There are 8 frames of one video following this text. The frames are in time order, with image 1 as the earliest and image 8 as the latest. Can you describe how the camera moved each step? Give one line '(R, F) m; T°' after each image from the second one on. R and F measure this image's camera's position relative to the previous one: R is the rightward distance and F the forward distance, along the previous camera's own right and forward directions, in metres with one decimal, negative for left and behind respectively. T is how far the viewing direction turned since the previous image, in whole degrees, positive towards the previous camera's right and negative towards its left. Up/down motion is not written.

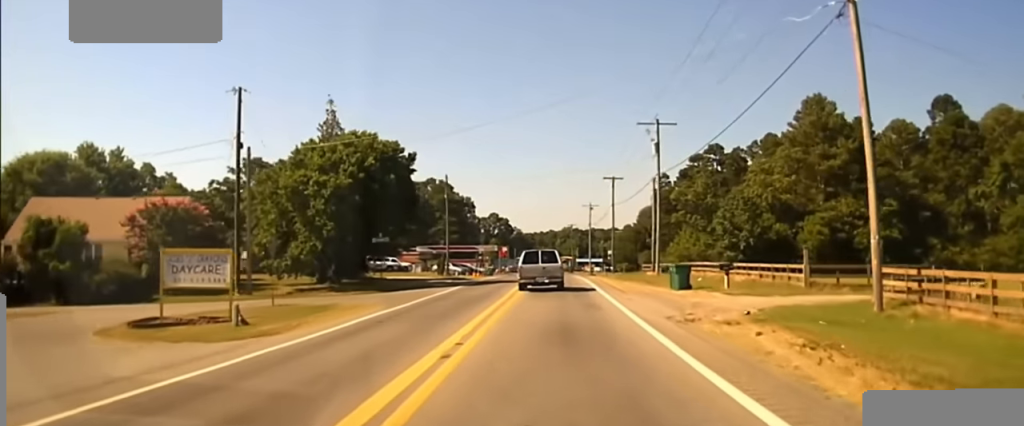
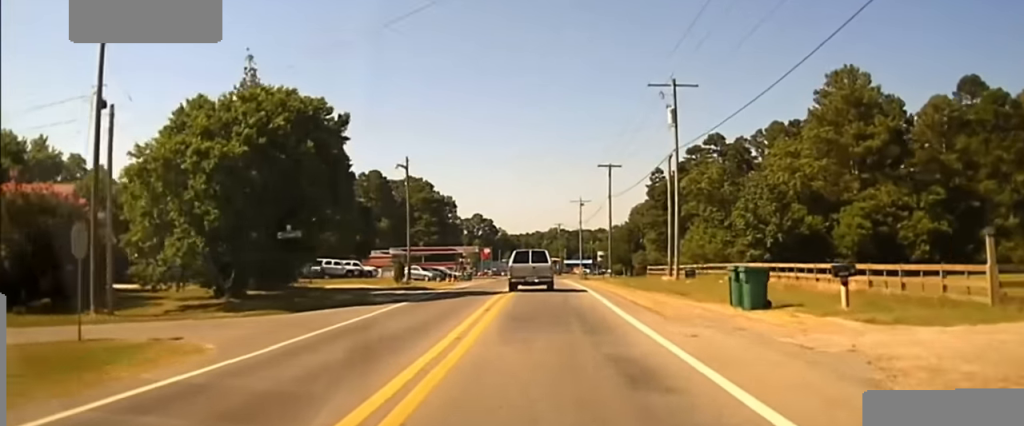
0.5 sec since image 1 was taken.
(-0.2, +15.1) m; 0°
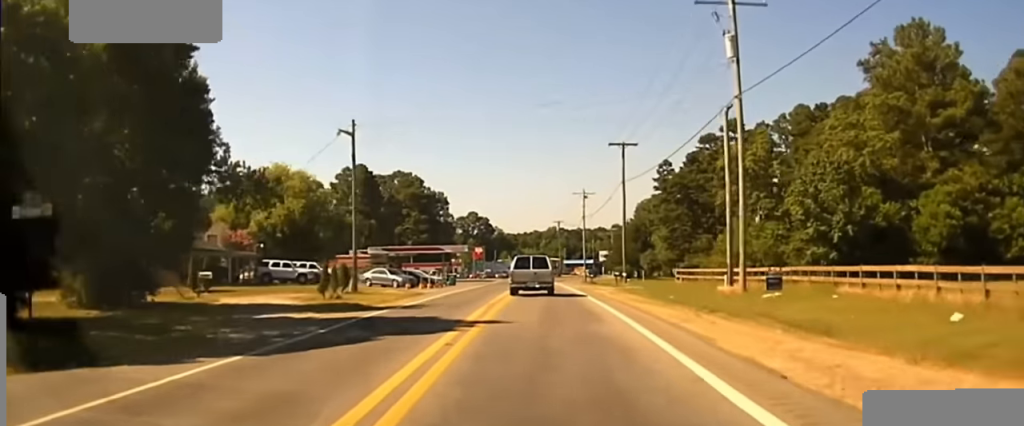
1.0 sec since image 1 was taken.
(+0.2, +16.3) m; +1°
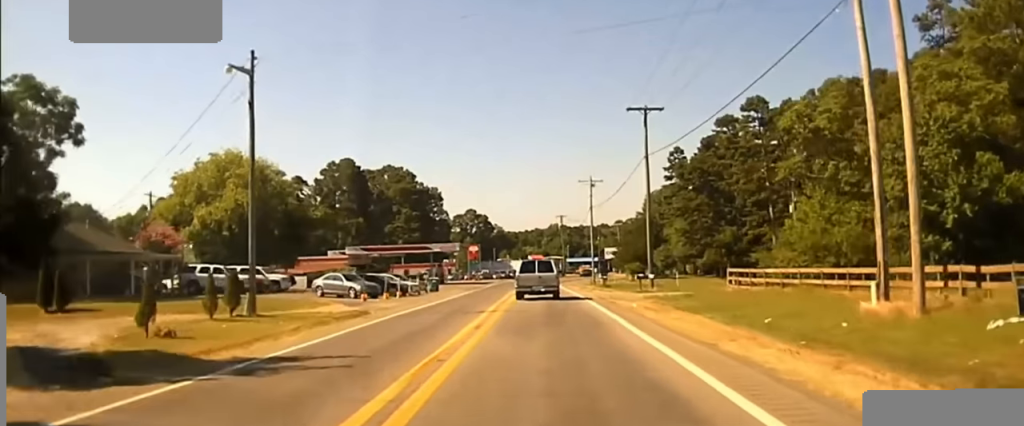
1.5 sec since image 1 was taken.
(0.0, +16.8) m; +1°
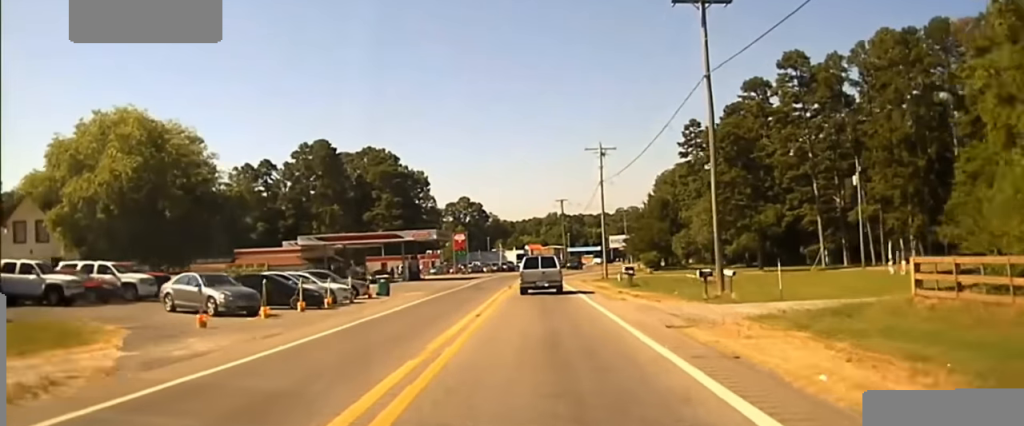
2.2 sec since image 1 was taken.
(+0.4, +21.9) m; +1°
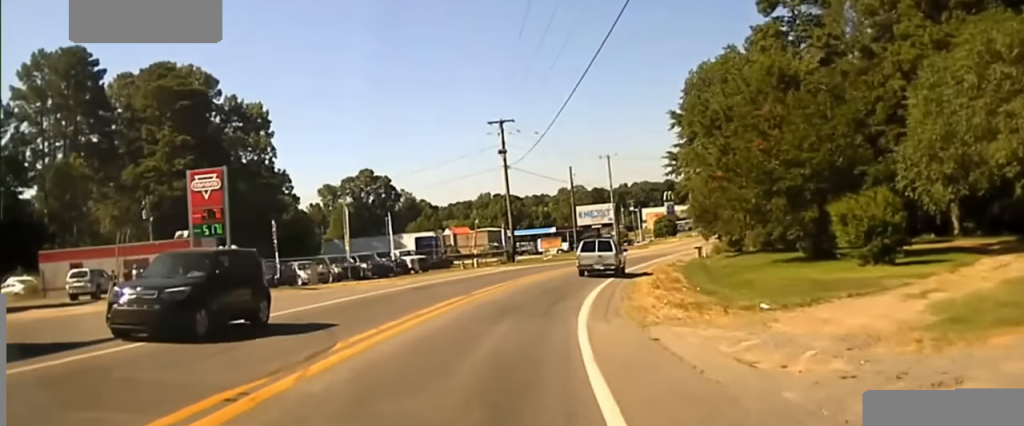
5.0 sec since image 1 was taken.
(-0.7, +88.4) m; 0°
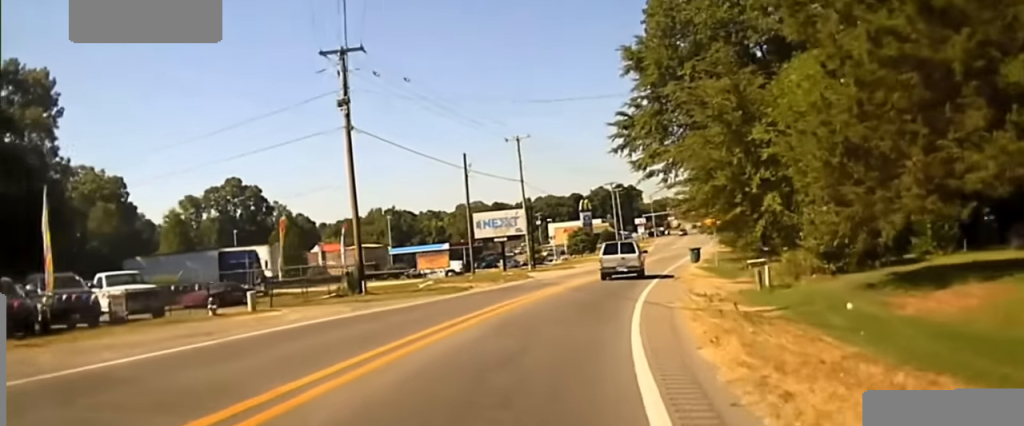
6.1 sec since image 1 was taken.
(+1.0, +34.1) m; +5°
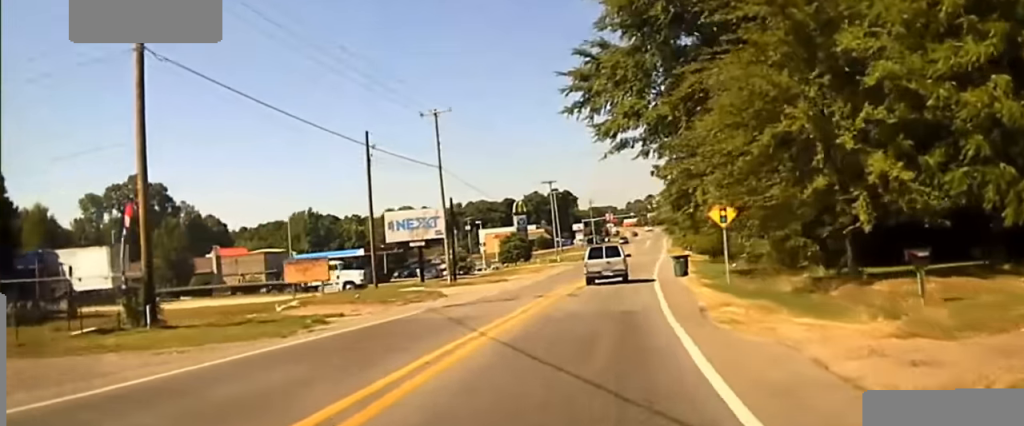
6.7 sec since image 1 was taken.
(+0.5, +18.7) m; +4°
